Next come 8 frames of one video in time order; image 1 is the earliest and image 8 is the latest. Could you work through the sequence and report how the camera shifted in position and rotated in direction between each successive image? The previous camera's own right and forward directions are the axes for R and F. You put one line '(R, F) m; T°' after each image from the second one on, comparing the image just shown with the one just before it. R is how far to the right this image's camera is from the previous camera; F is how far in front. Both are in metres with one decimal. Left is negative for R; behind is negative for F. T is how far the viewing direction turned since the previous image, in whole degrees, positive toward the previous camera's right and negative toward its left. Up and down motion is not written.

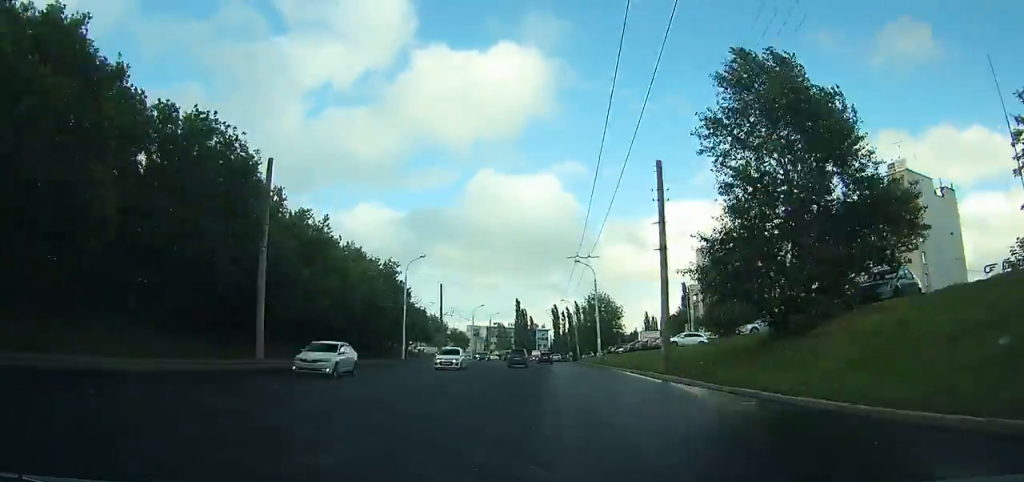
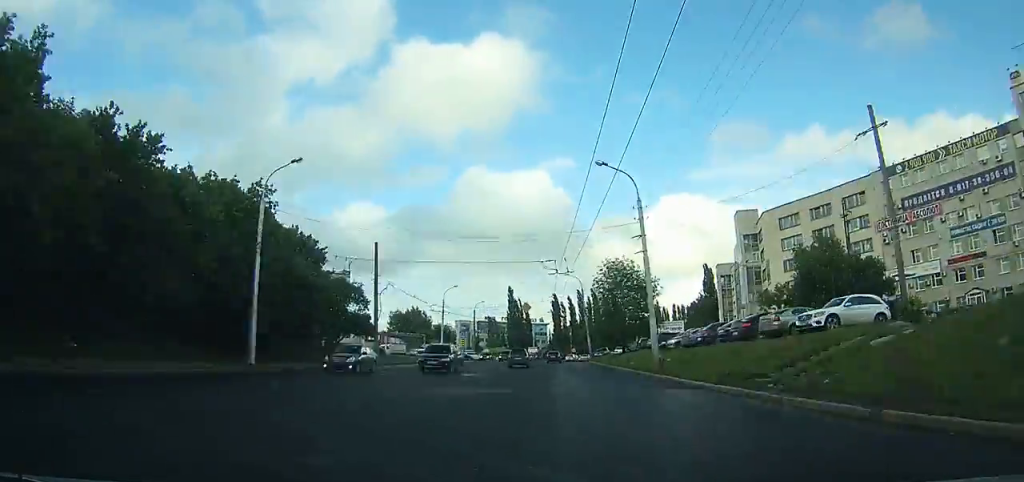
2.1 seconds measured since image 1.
(-0.7, +30.4) m; -1°
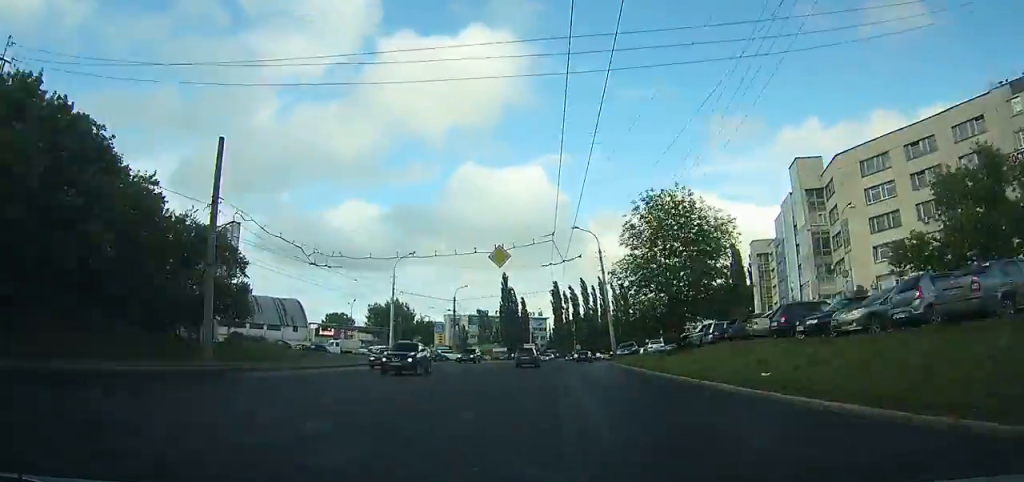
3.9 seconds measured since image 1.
(-0.2, +26.7) m; +1°
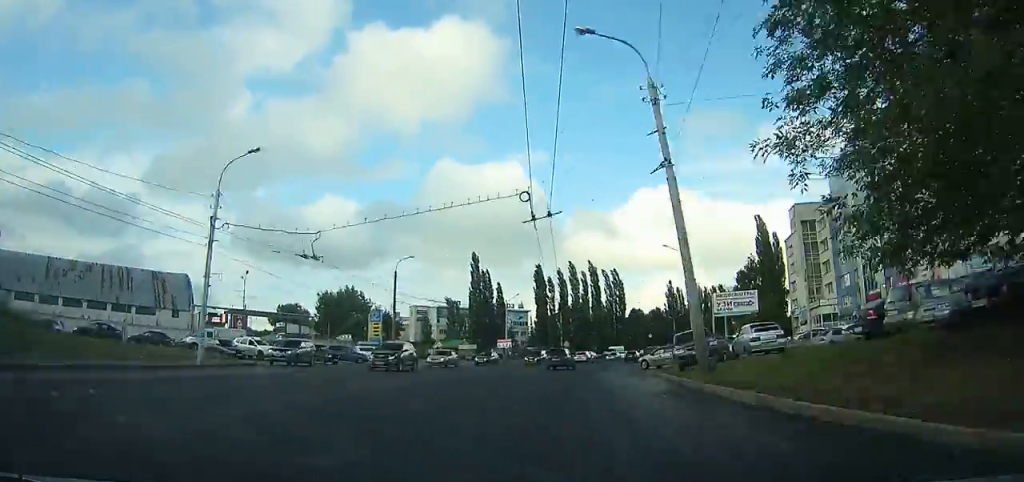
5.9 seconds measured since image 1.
(+0.2, +29.8) m; +3°
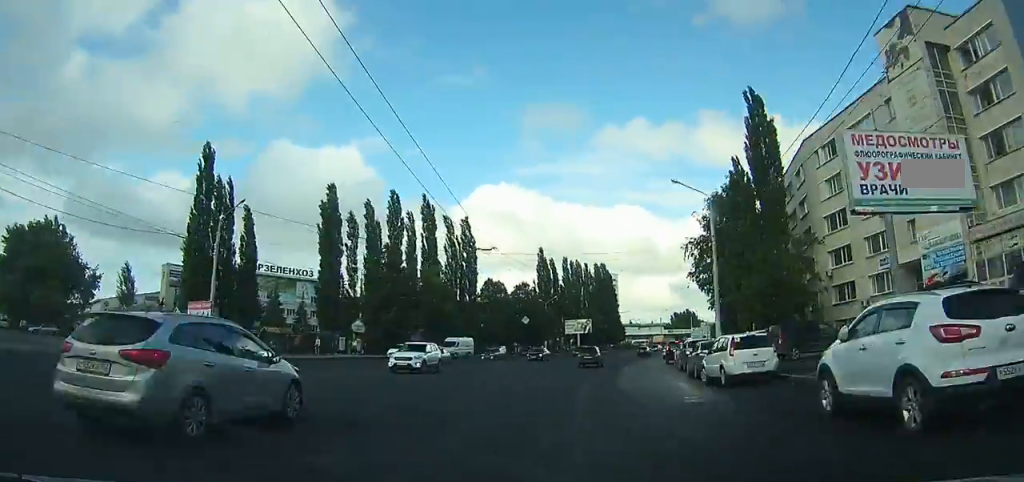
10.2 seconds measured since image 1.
(+5.2, +63.9) m; +13°
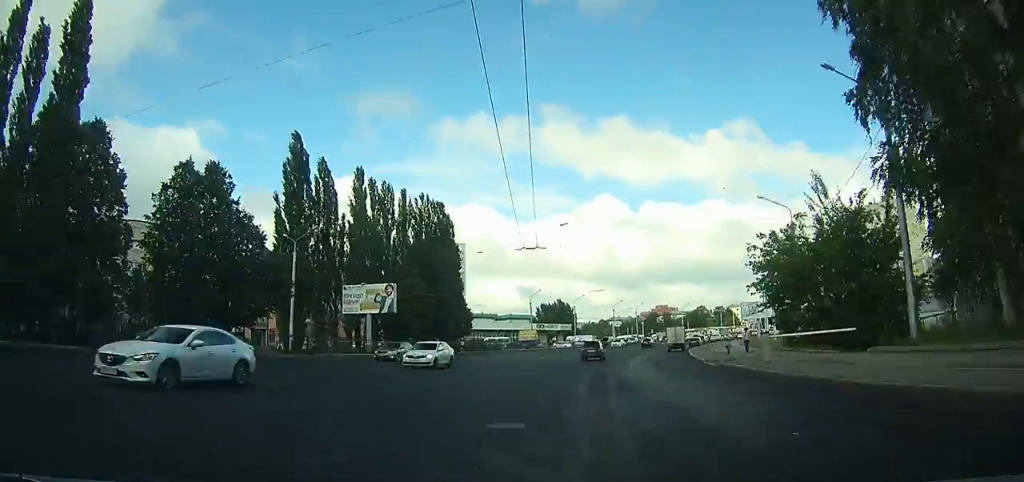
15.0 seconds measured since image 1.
(+10.6, +70.1) m; +15°
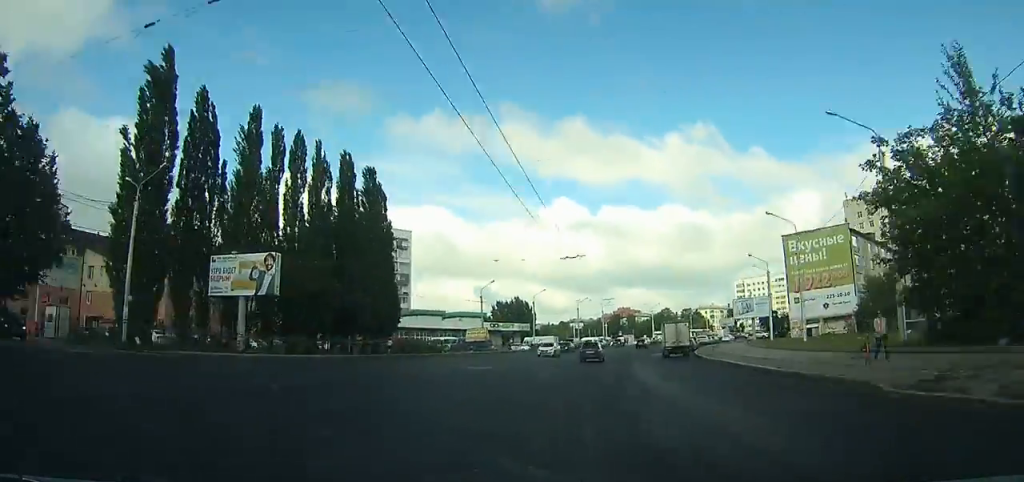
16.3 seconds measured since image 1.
(+0.1, +18.9) m; +4°
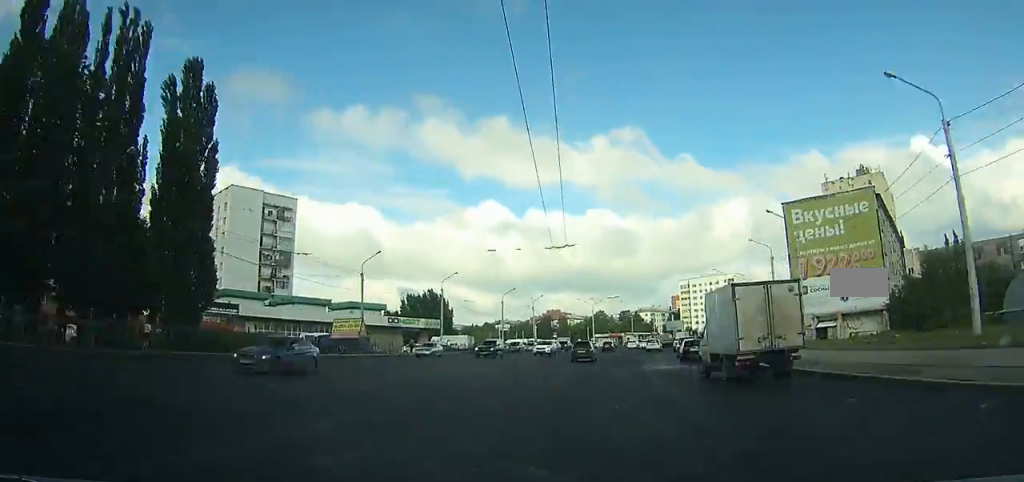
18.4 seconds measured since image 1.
(+2.0, +28.4) m; +6°
